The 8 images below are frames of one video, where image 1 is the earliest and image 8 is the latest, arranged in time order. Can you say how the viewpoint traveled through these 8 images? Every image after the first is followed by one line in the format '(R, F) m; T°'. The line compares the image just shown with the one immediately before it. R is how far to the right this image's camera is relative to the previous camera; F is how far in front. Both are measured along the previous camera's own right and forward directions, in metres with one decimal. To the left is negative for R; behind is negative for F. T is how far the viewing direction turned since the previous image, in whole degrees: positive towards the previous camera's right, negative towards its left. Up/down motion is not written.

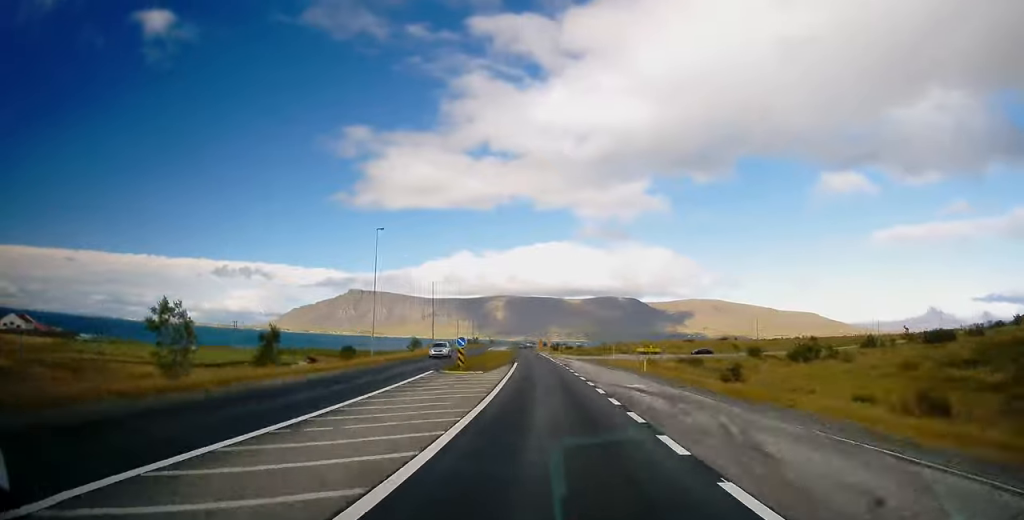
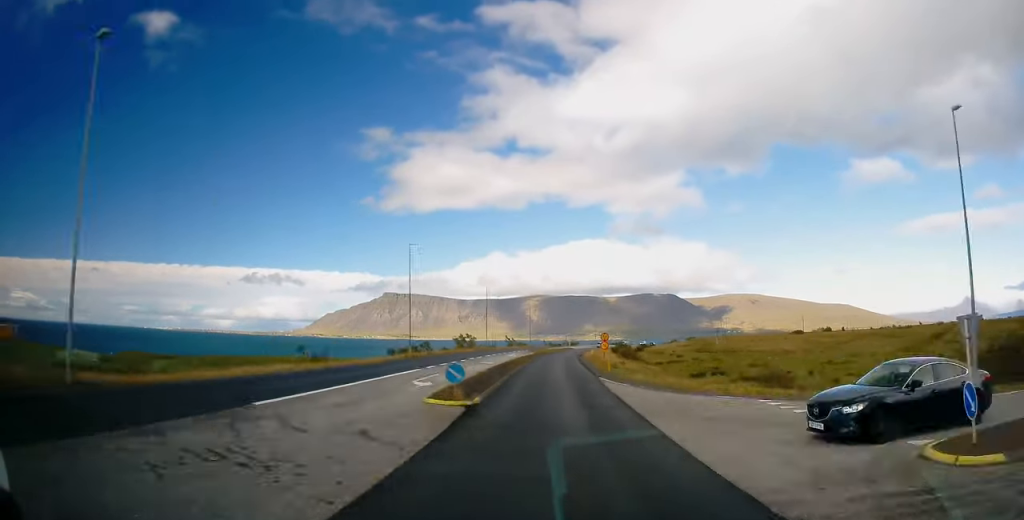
(-2.9, +100.1) m; 0°
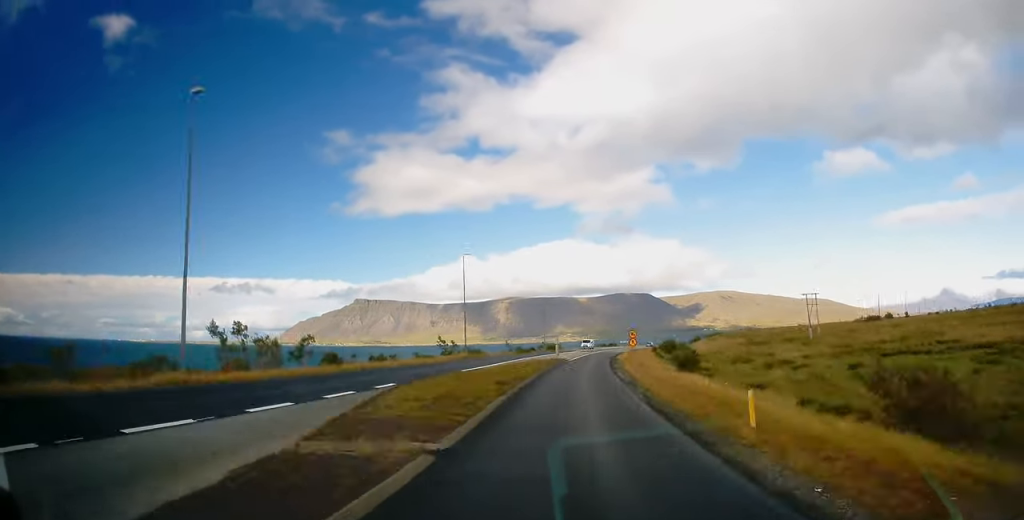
(+2.6, +77.5) m; +5°
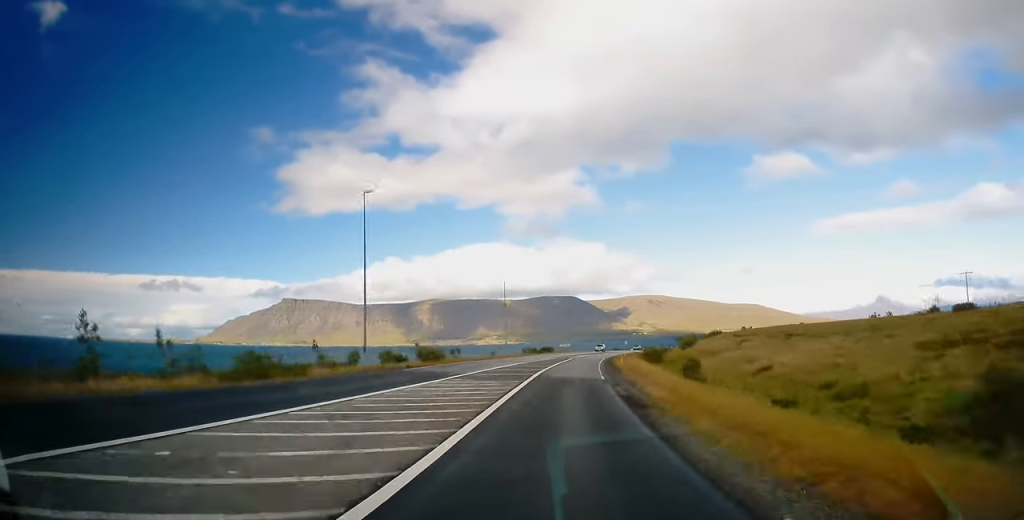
(+3.7, +69.8) m; +6°
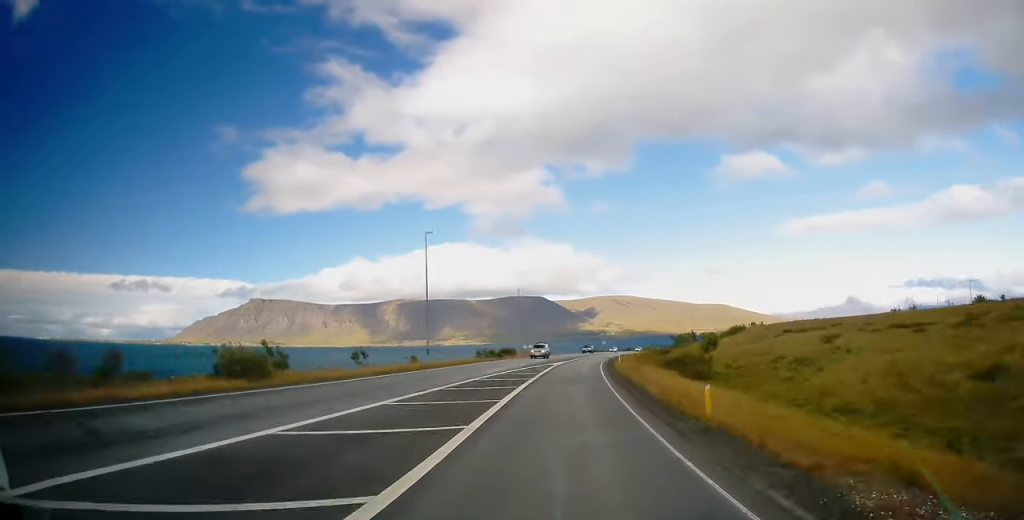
(-0.2, +32.4) m; +3°
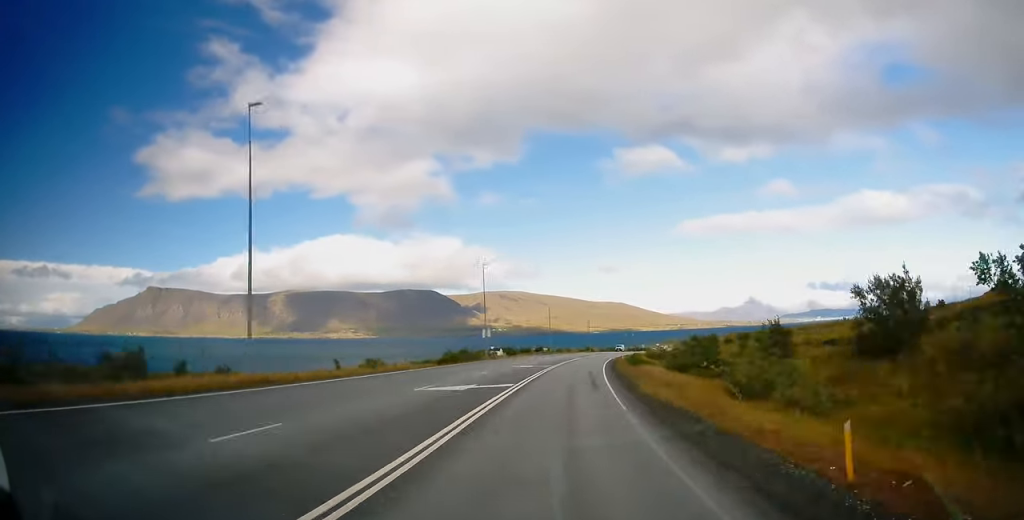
(+10.8, +109.2) m; +11°
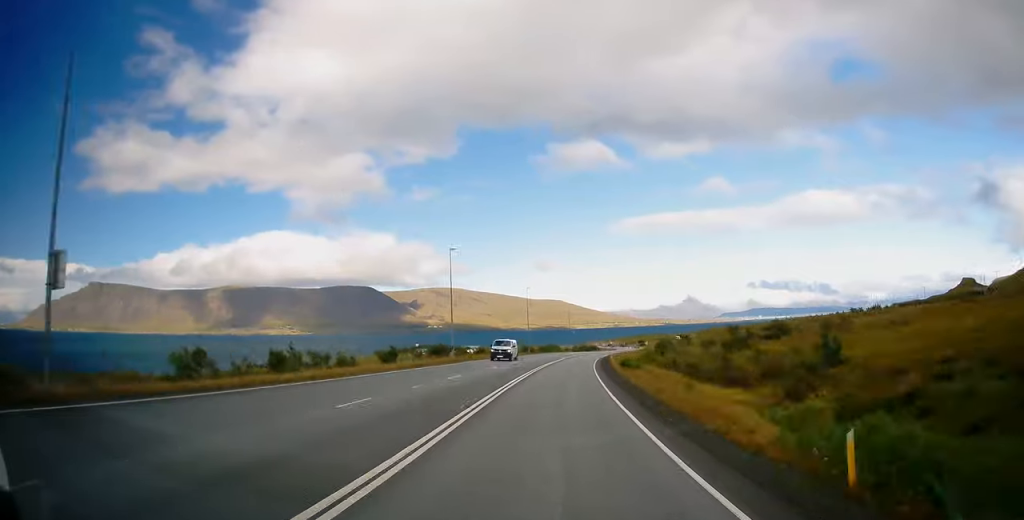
(+1.9, +52.6) m; +5°
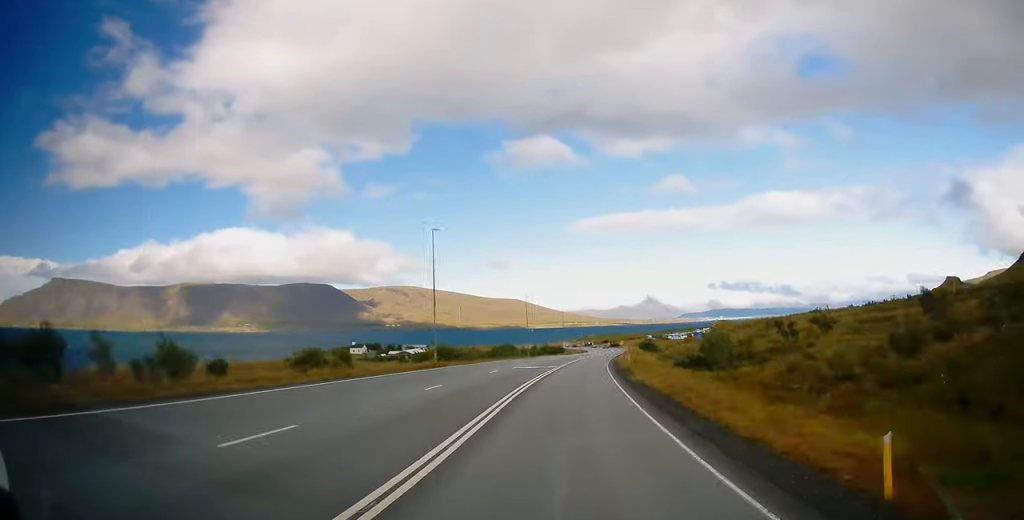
(+3.2, +52.4) m; +4°
